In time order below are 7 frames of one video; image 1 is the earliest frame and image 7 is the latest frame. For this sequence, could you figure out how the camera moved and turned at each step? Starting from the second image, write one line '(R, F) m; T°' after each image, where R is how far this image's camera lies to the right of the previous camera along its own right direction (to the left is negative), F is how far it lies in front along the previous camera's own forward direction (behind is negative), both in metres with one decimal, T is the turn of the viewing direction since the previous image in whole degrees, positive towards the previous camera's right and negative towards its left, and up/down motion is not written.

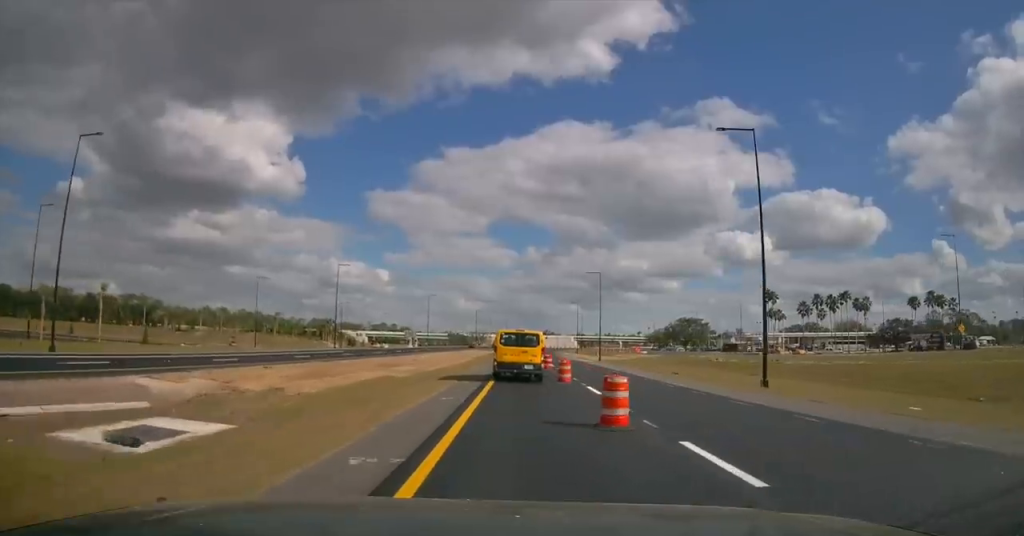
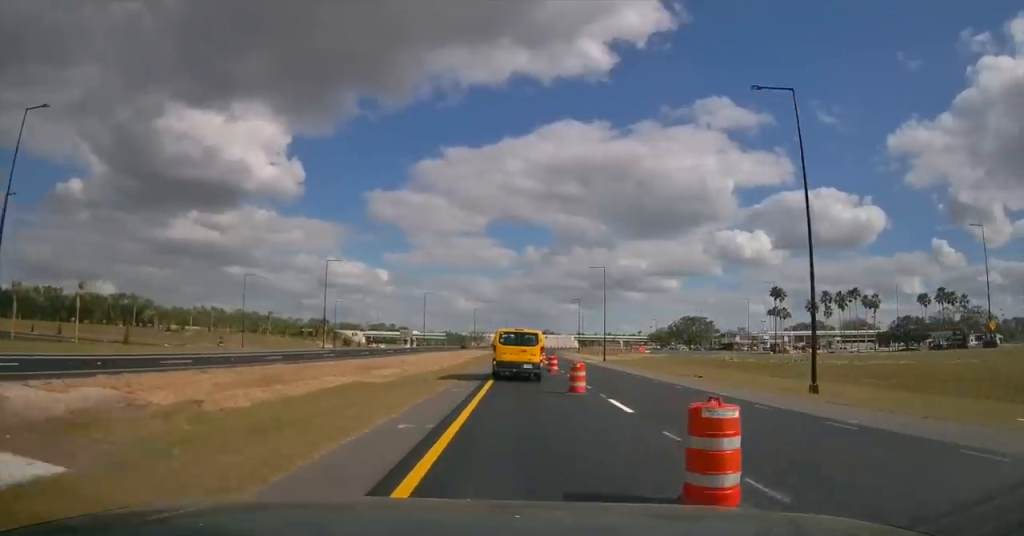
(0.0, +5.4) m; 0°
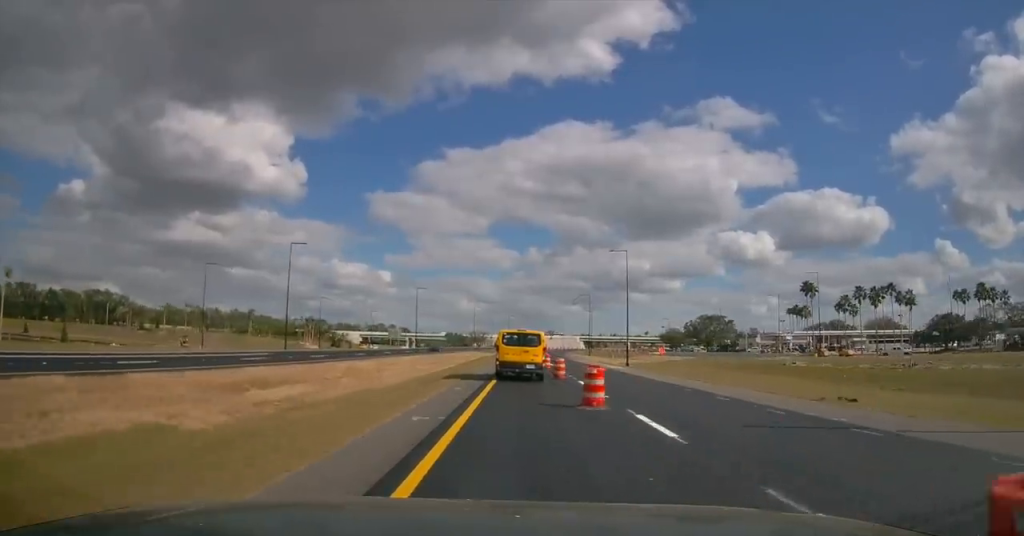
(+0.1, +15.9) m; 0°
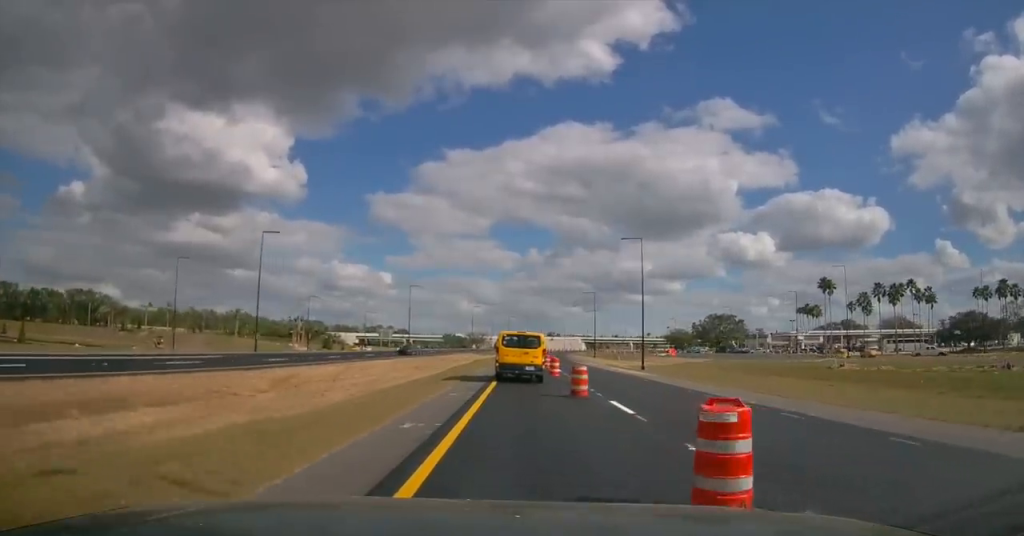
(-0.1, +8.8) m; -1°
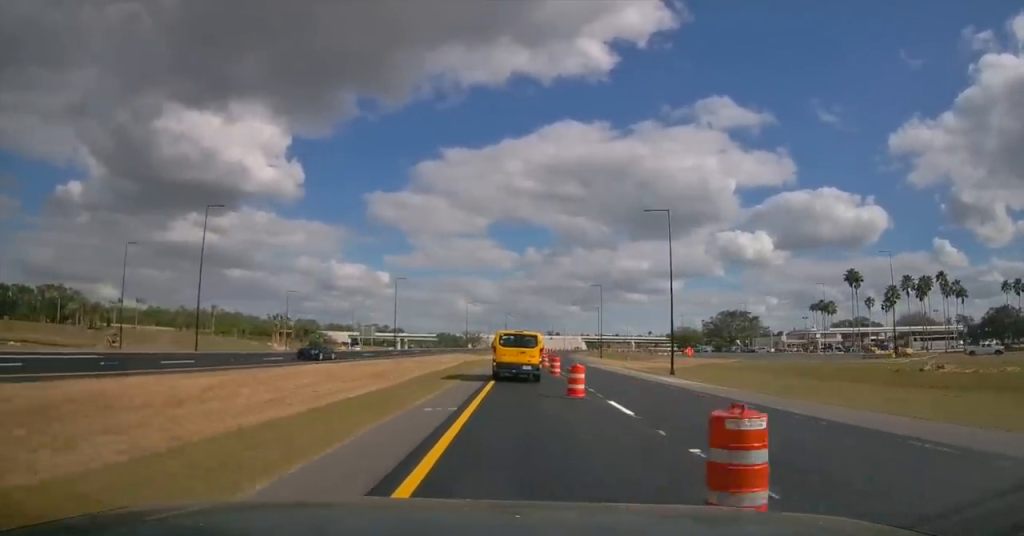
(-0.1, +12.7) m; 0°
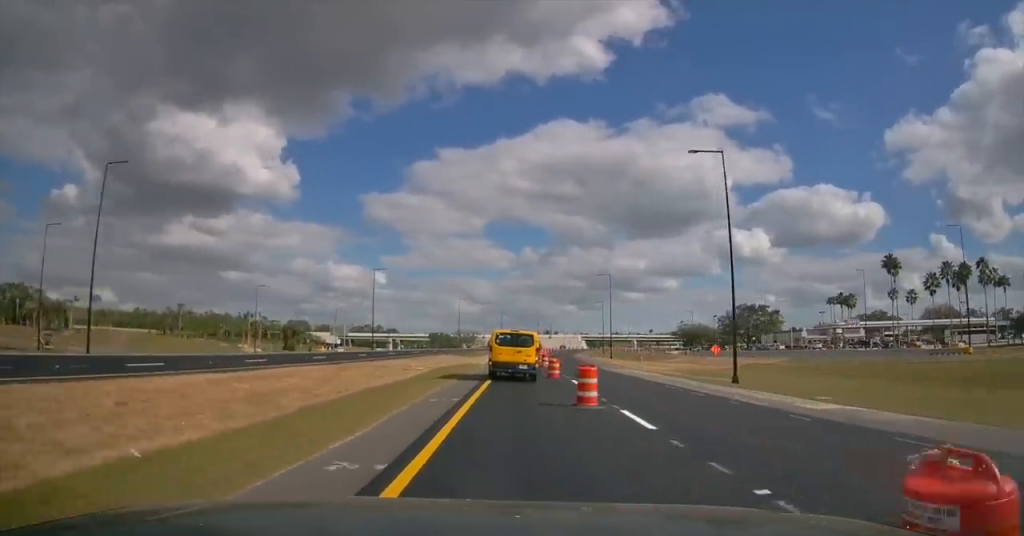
(+0.1, +15.2) m; 0°
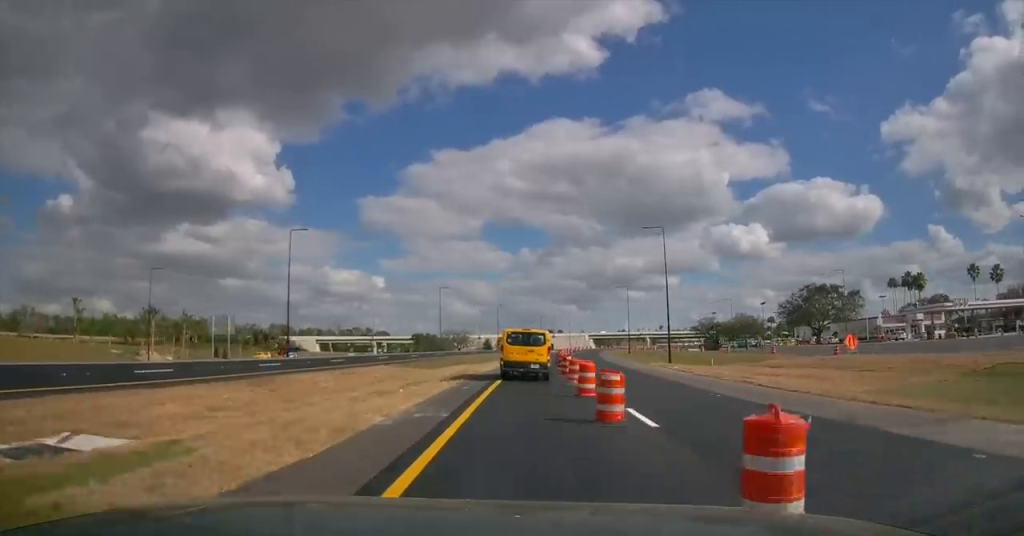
(+0.2, +36.9) m; +1°
